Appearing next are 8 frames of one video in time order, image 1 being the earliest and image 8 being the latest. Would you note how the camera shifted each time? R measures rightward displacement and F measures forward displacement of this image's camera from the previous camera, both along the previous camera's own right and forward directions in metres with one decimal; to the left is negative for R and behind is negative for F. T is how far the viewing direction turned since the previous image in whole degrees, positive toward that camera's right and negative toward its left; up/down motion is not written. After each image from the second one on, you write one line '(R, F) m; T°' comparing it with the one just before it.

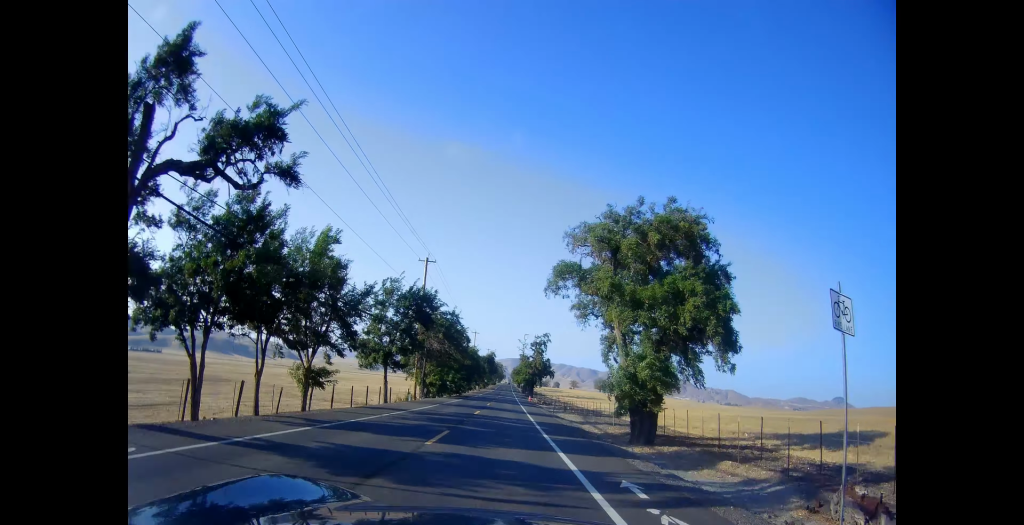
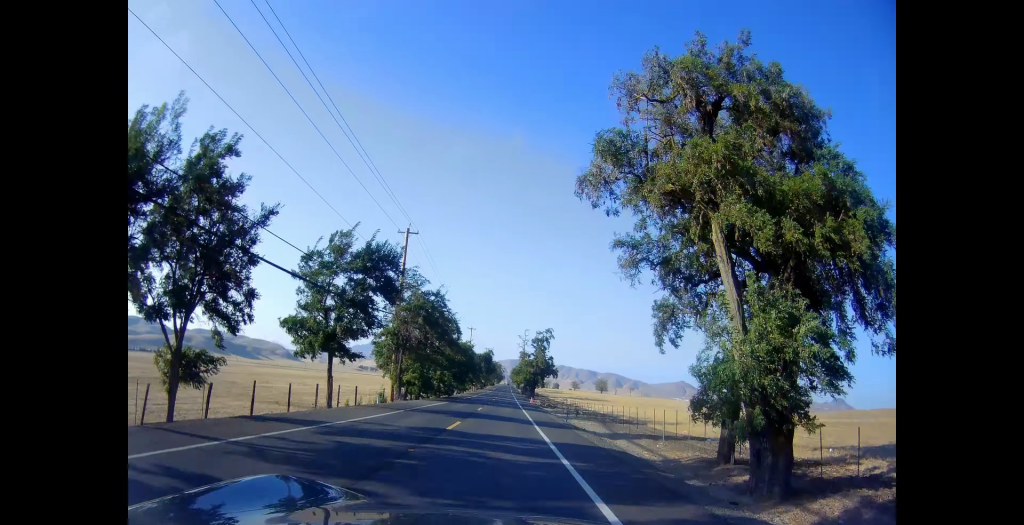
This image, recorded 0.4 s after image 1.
(+0.1, +10.9) m; +1°
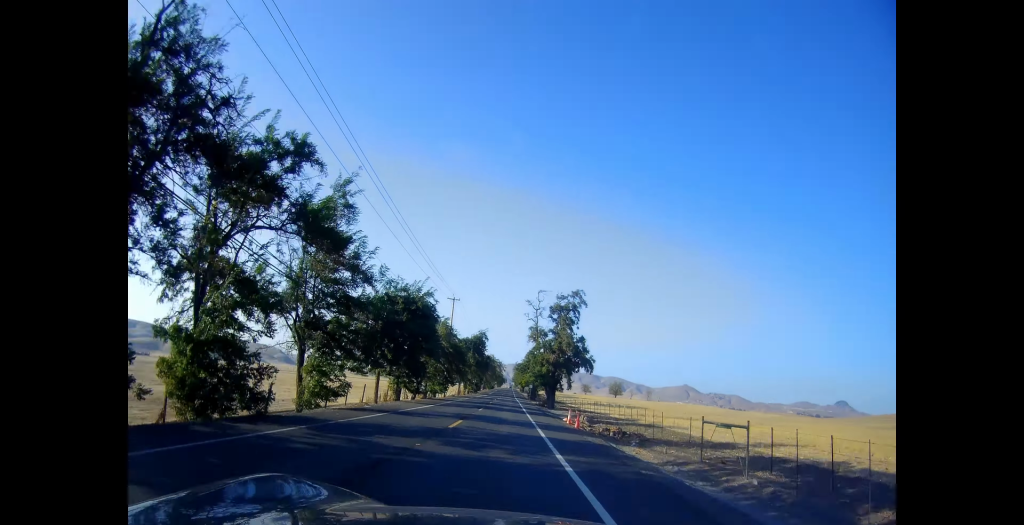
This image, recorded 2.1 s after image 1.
(+1.3, +45.1) m; +2°
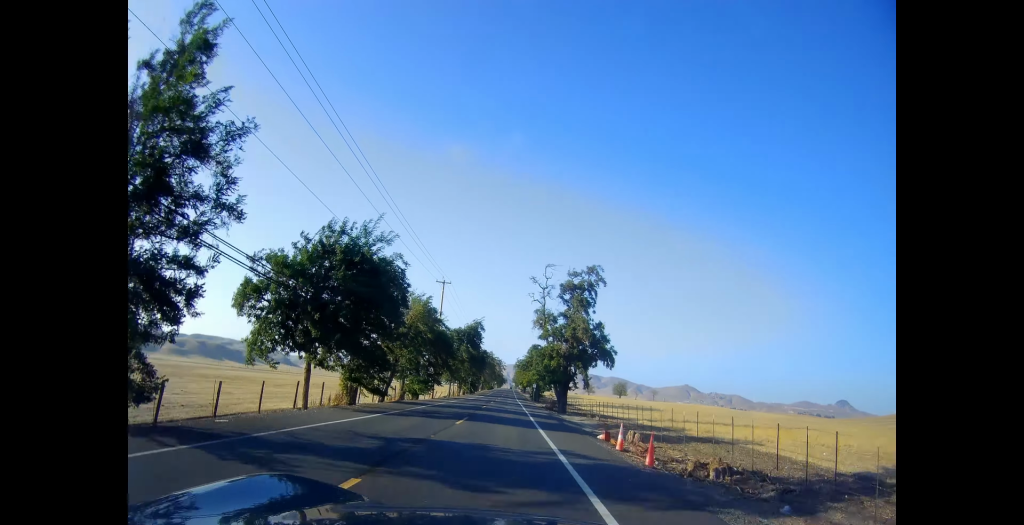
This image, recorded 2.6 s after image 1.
(-0.2, +13.3) m; -1°
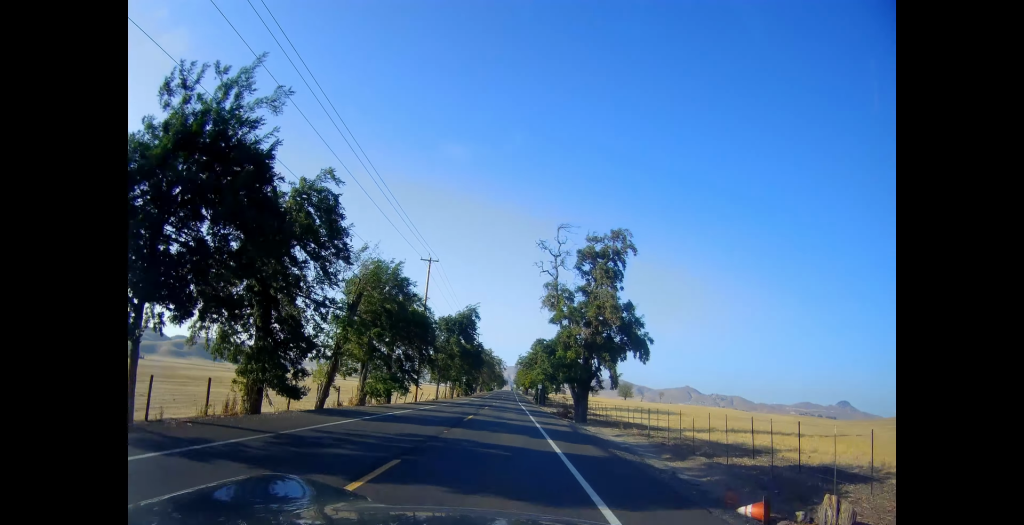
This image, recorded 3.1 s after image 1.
(-0.3, +13.3) m; -1°
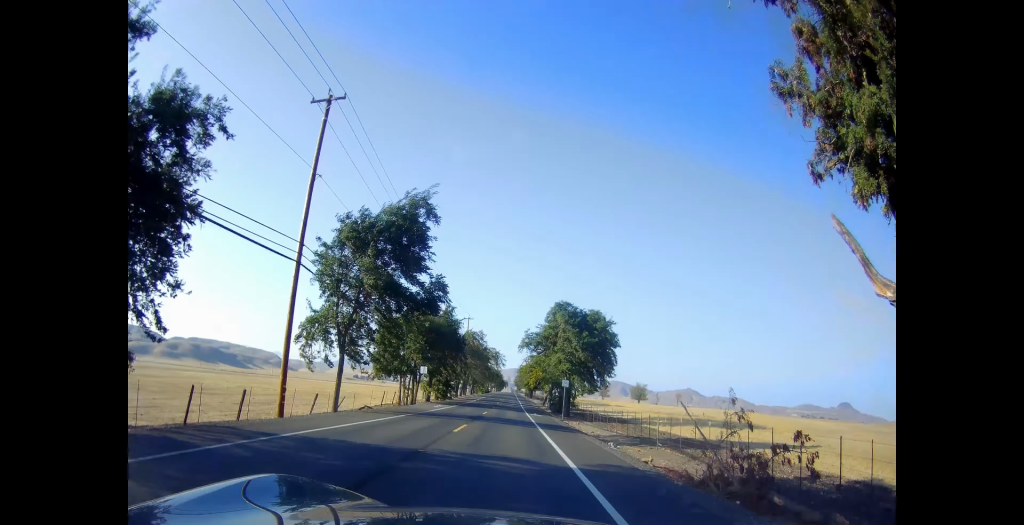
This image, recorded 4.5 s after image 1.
(-0.2, +35.0) m; 0°
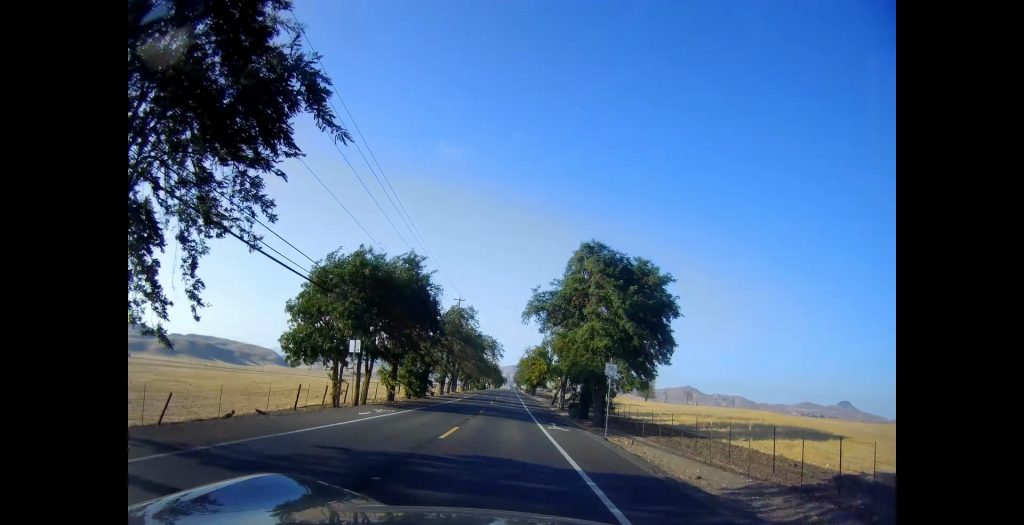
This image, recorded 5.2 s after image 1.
(0.0, +18.6) m; 0°
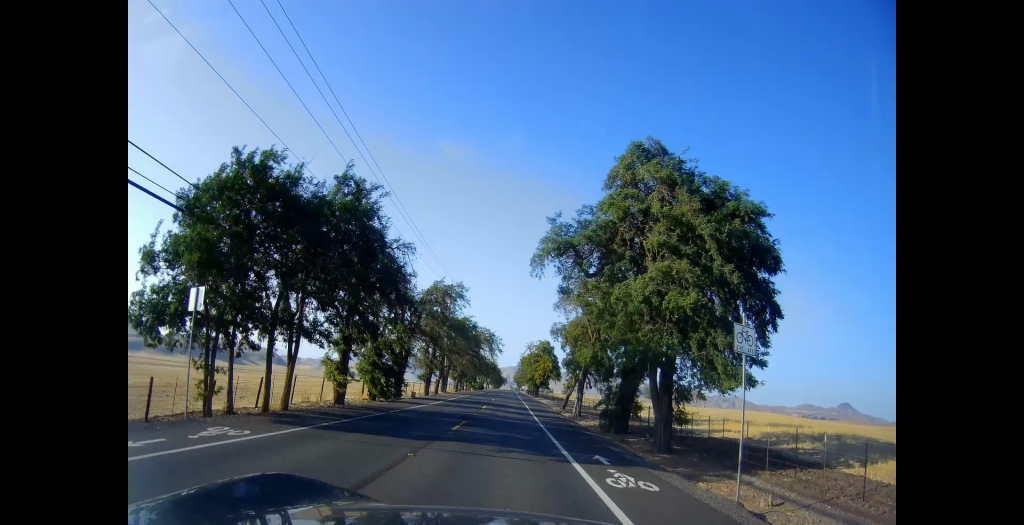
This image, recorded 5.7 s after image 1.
(0.0, +13.1) m; 0°
